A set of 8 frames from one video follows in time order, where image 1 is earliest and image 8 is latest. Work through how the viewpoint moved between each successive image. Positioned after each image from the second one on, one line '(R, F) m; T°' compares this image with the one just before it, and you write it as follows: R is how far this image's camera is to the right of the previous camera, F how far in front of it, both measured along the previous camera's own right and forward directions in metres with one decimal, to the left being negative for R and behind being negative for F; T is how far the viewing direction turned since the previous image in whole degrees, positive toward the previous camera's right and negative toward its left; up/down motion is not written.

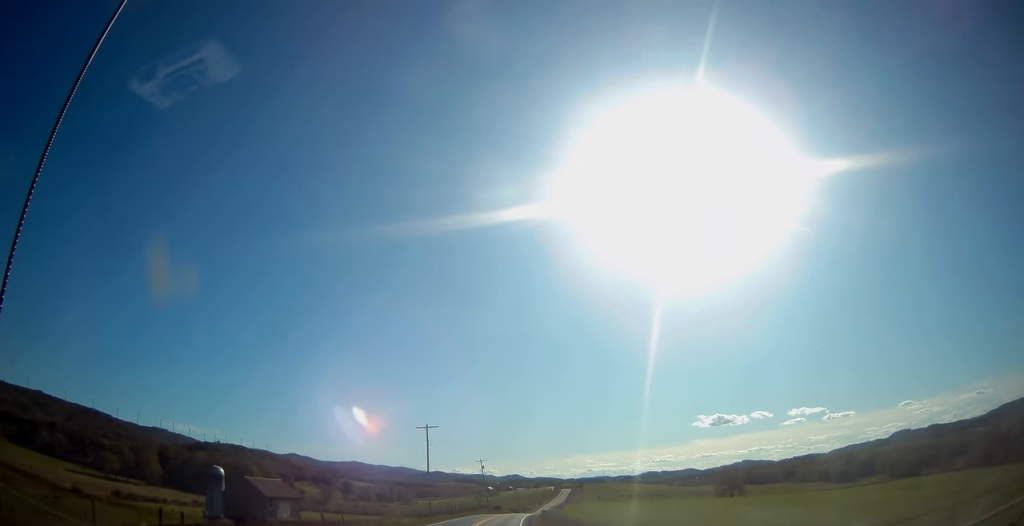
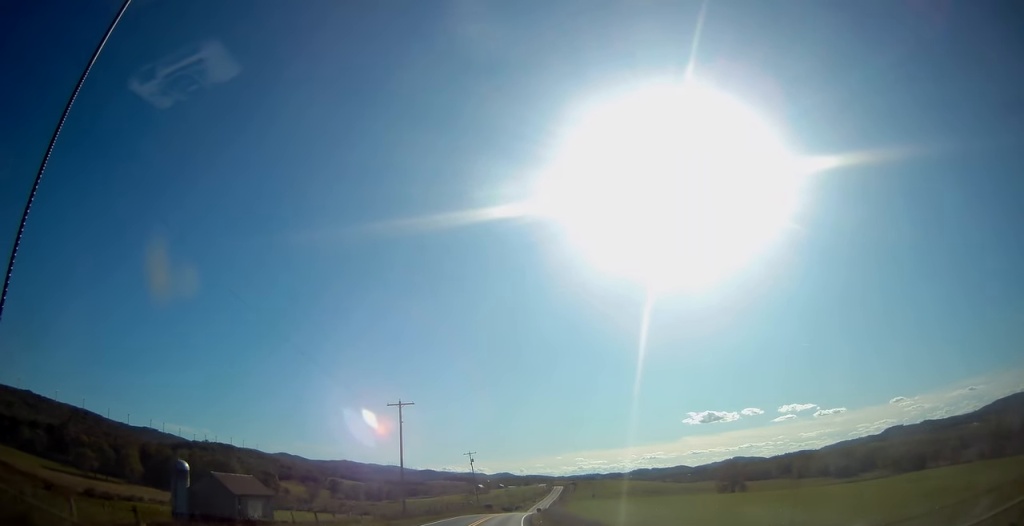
(+0.1, +13.7) m; +1°
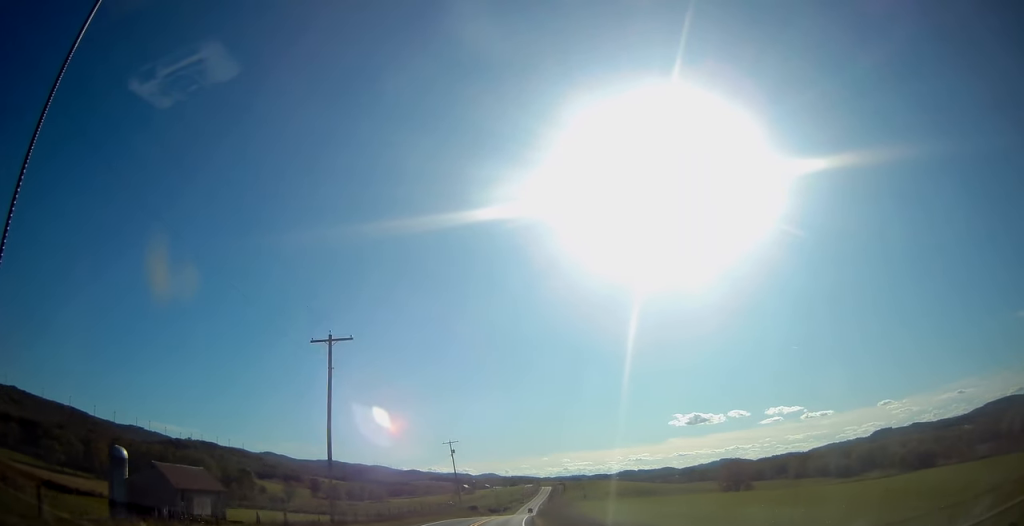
(+0.3, +20.0) m; +2°
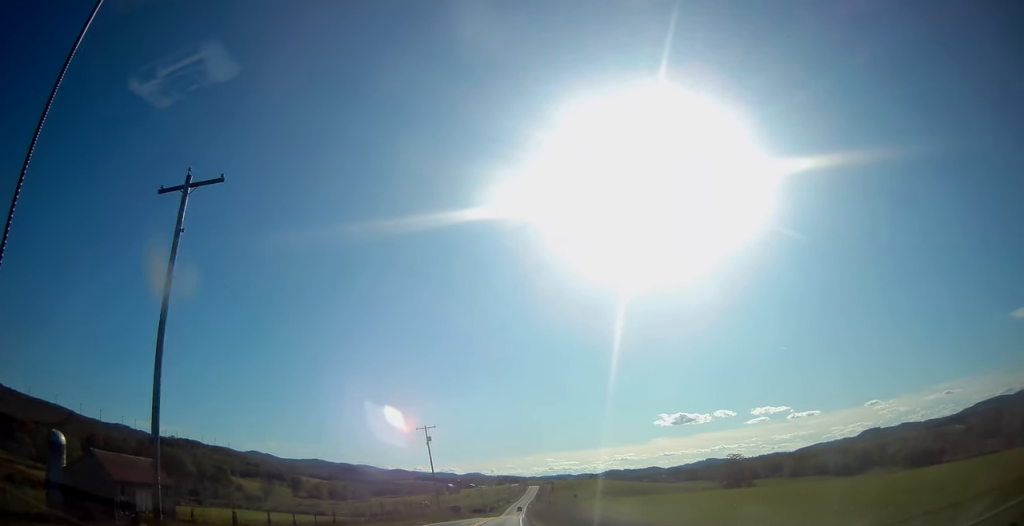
(+0.3, +16.2) m; +2°
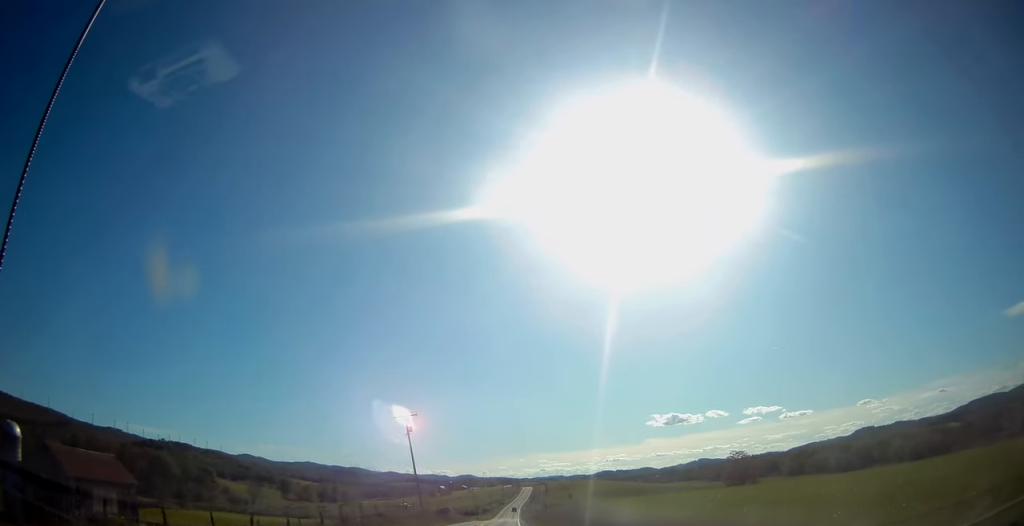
(+0.2, +10.8) m; +1°
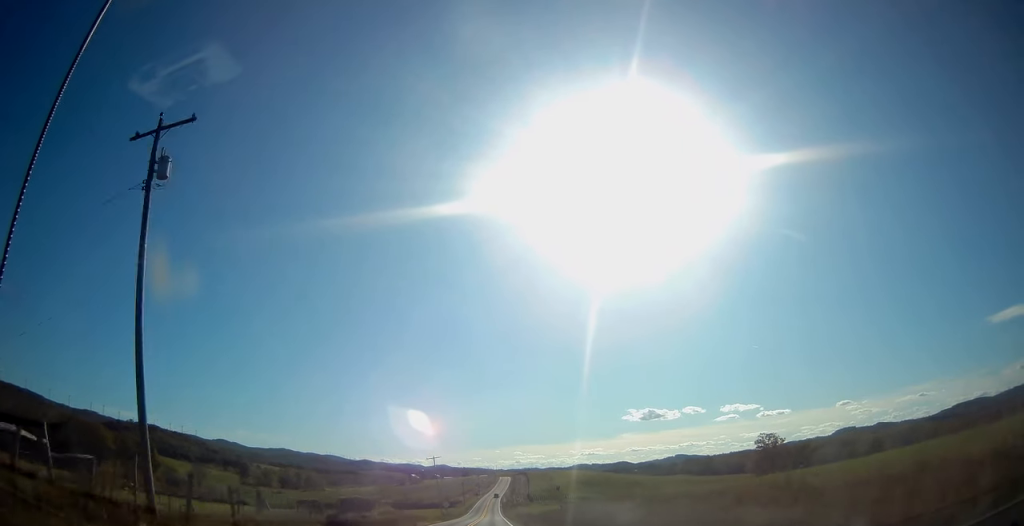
(+0.7, +45.6) m; +2°
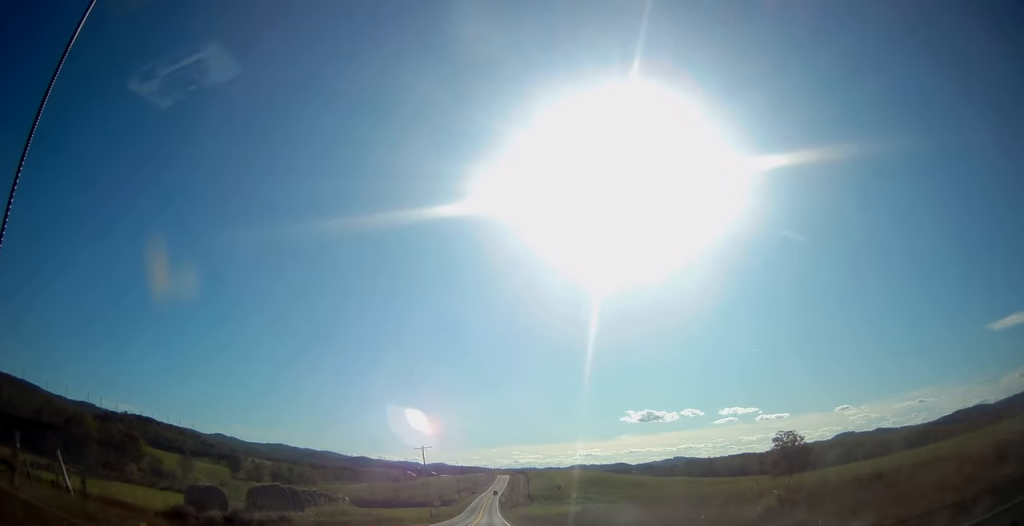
(+0.1, +14.0) m; 0°
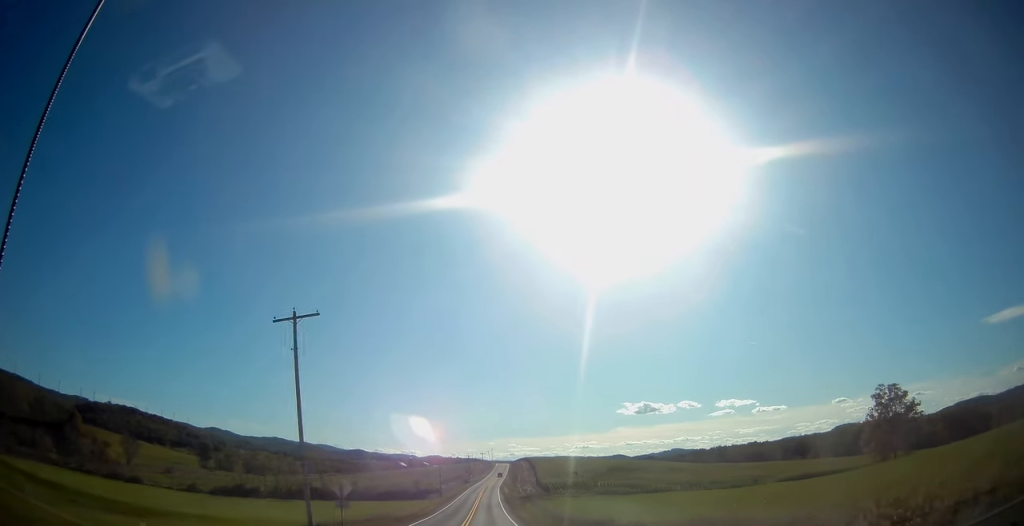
(+0.4, +53.5) m; +1°
